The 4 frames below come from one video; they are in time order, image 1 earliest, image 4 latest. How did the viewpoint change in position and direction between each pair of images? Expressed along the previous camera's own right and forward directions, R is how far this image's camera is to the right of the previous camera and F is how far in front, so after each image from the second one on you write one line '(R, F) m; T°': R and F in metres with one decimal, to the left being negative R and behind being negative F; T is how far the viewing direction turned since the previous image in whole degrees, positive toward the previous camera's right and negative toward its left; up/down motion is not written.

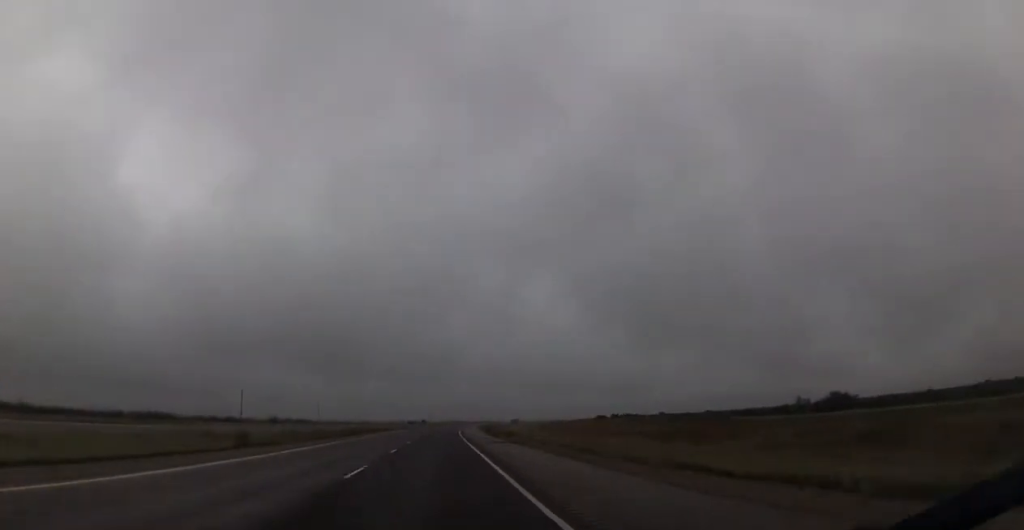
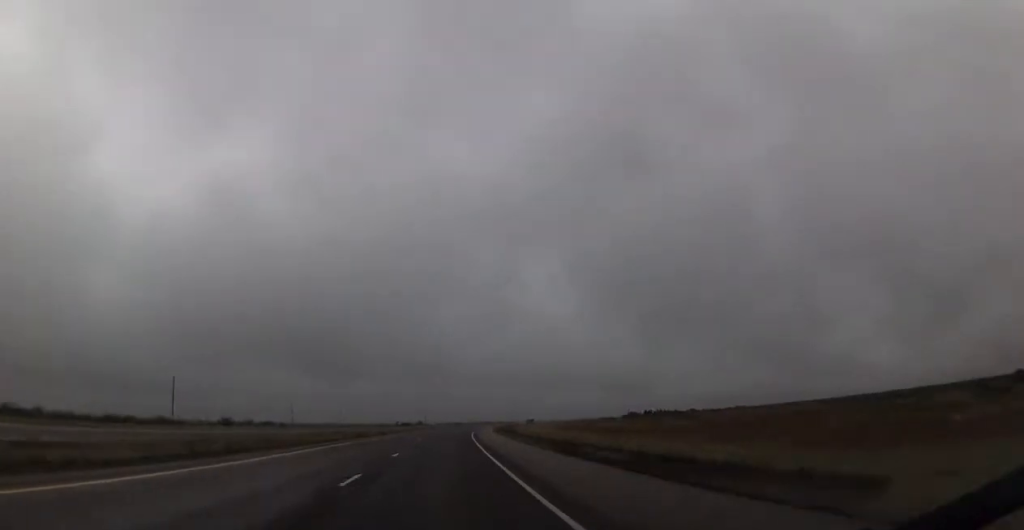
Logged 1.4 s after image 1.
(+0.1, +50.9) m; 0°
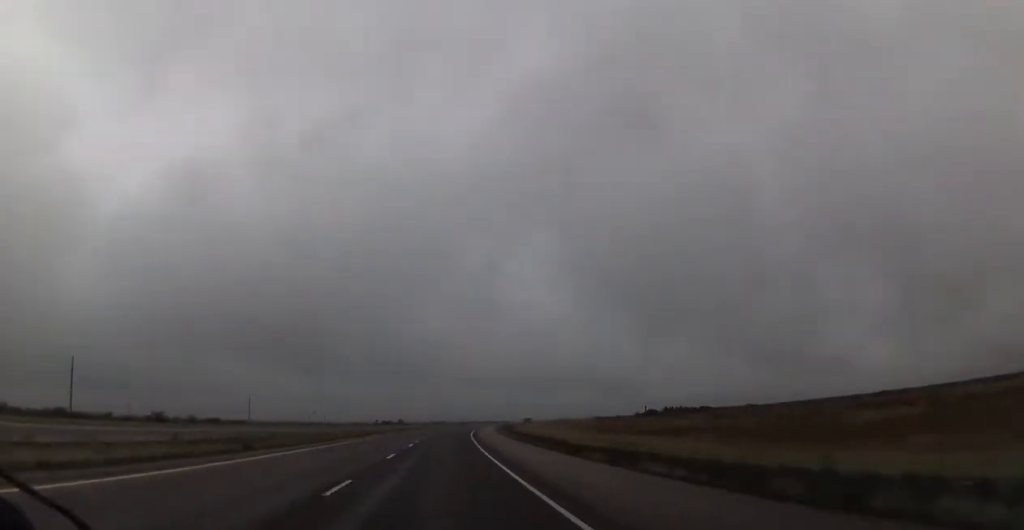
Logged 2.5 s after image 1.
(-0.1, +38.8) m; 0°
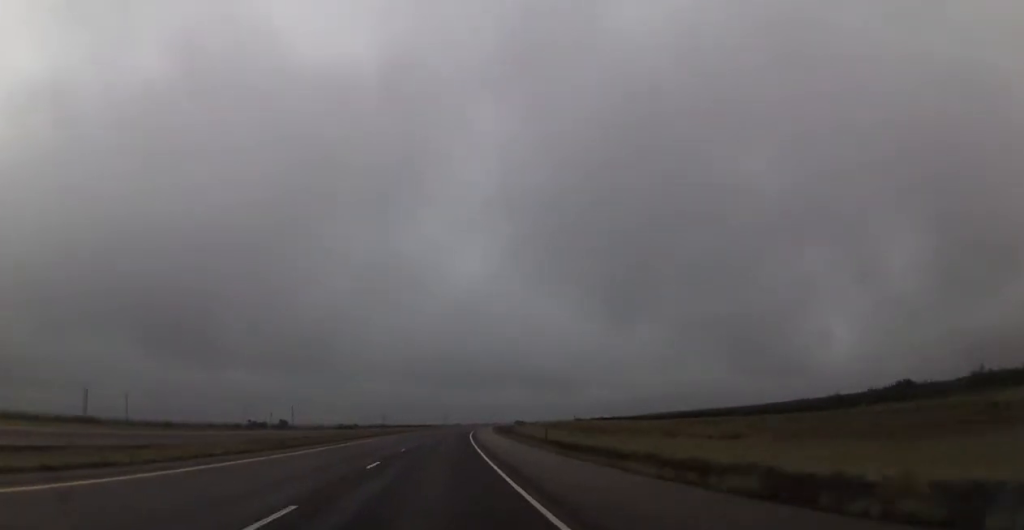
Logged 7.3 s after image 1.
(+10.7, +175.4) m; +6°
